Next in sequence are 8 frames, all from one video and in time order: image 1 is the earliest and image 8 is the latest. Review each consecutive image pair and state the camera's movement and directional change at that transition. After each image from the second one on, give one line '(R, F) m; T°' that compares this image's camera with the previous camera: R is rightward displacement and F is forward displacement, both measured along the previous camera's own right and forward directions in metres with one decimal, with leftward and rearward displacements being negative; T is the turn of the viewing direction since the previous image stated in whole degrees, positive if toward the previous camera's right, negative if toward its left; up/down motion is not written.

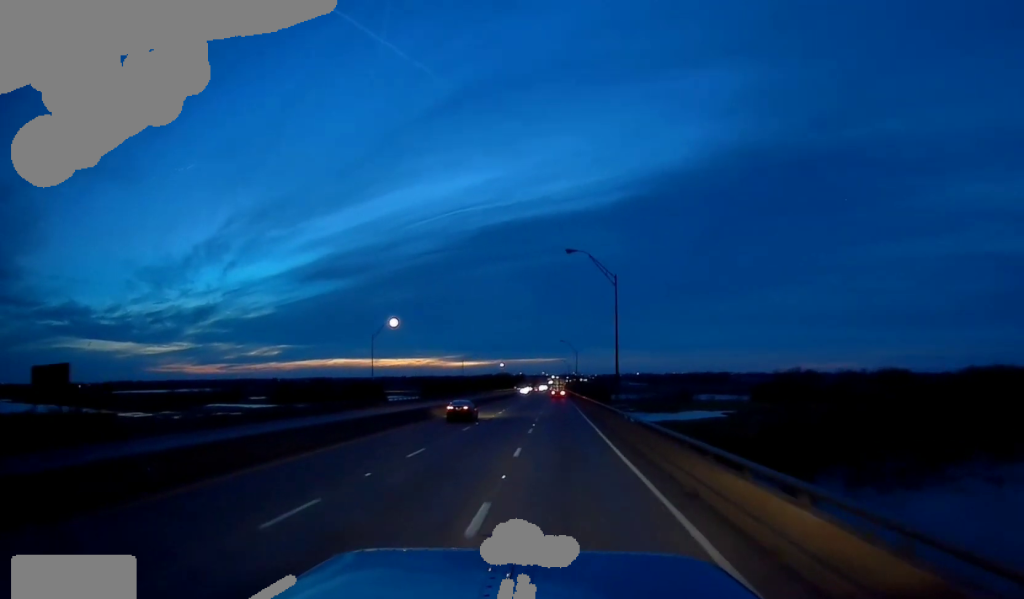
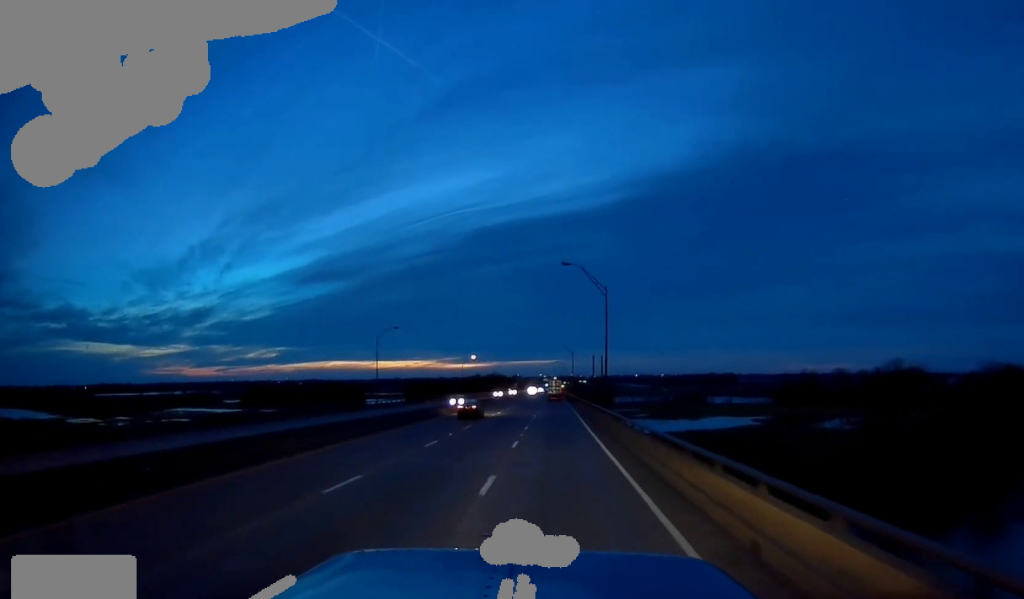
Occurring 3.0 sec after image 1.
(-1.2, +81.5) m; -1°
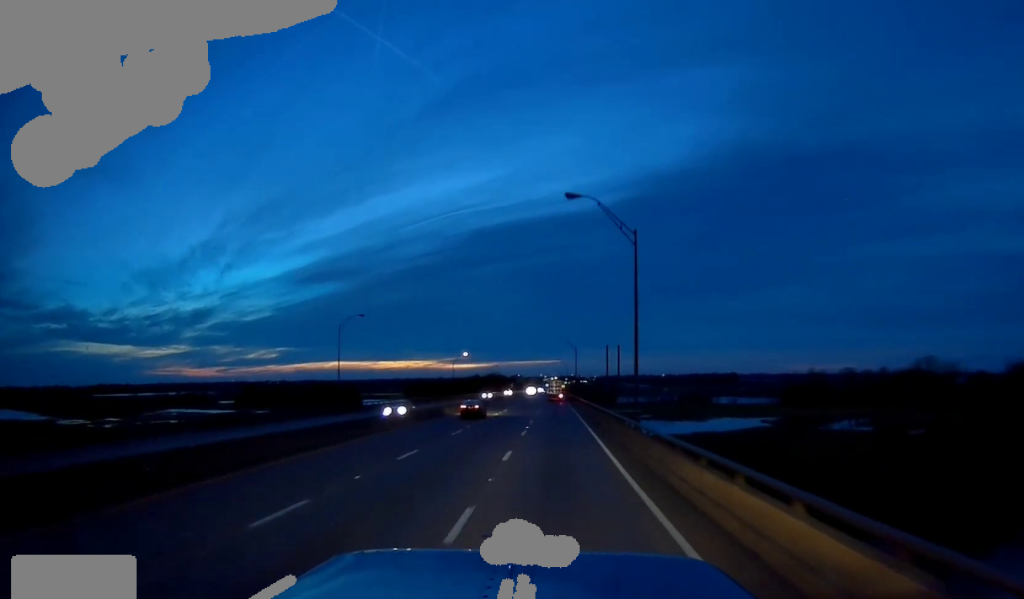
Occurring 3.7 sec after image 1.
(0.0, +17.1) m; 0°
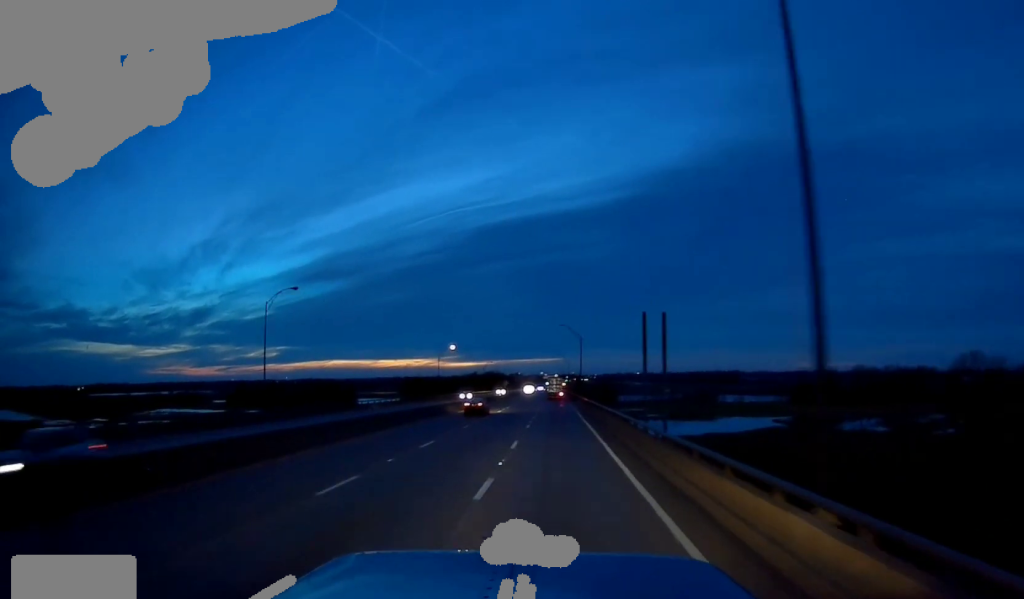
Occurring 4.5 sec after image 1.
(0.0, +21.6) m; 0°
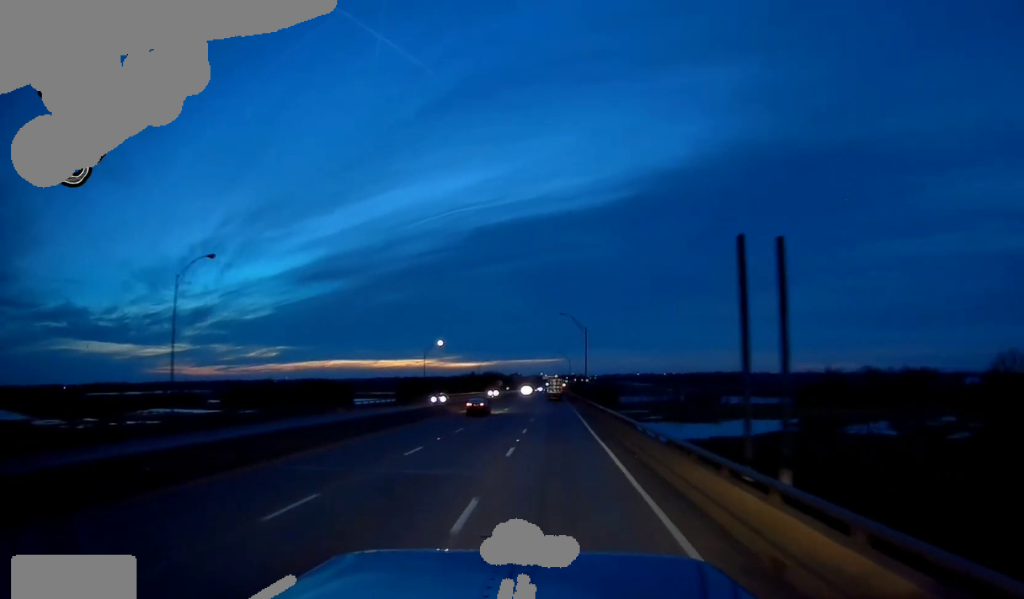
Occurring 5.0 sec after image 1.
(0.0, +15.3) m; 0°
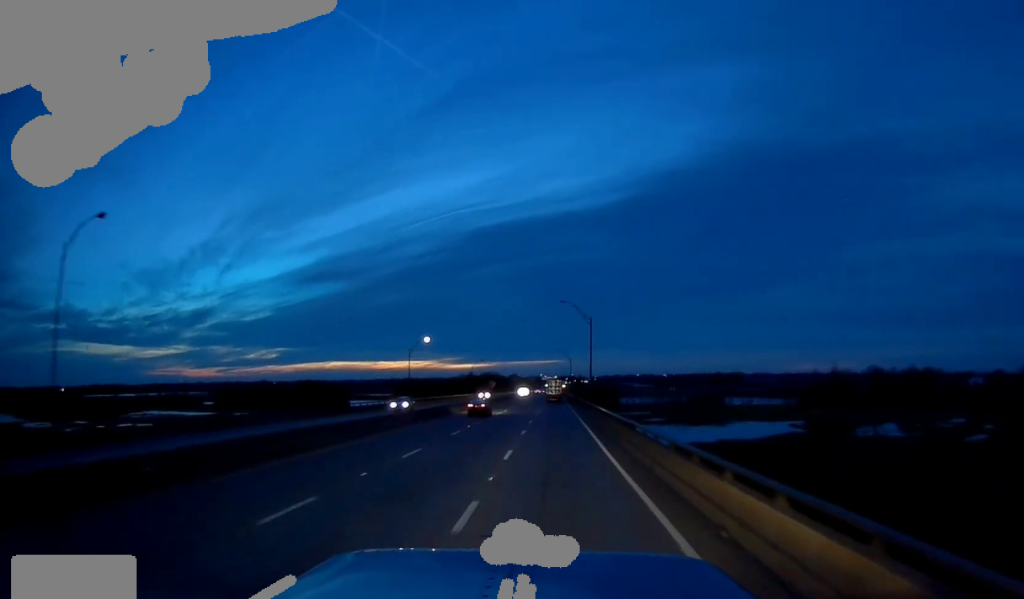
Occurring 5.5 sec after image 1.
(0.0, +11.7) m; 0°
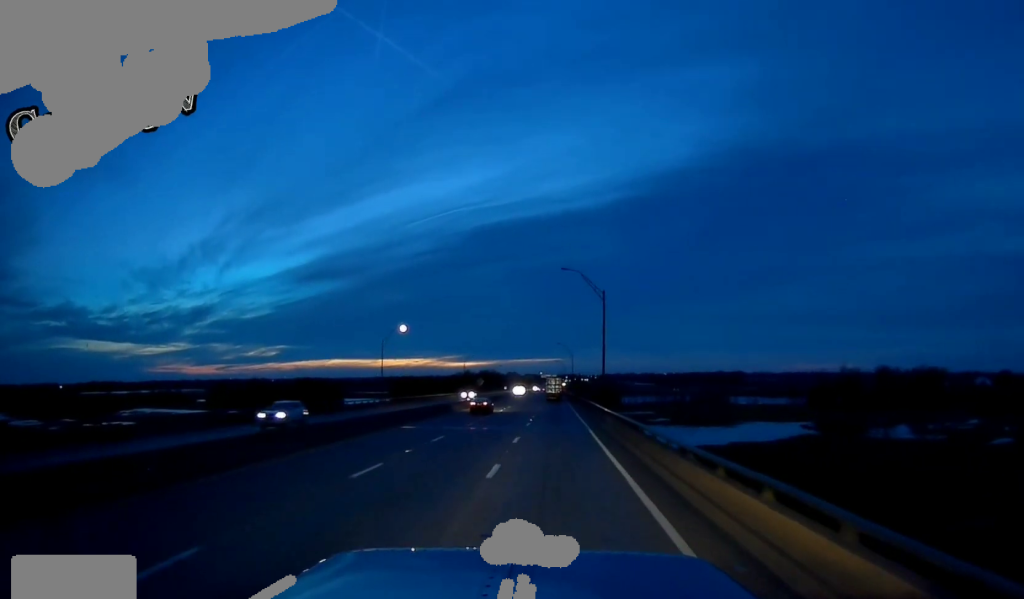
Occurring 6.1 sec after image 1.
(0.0, +18.0) m; -1°
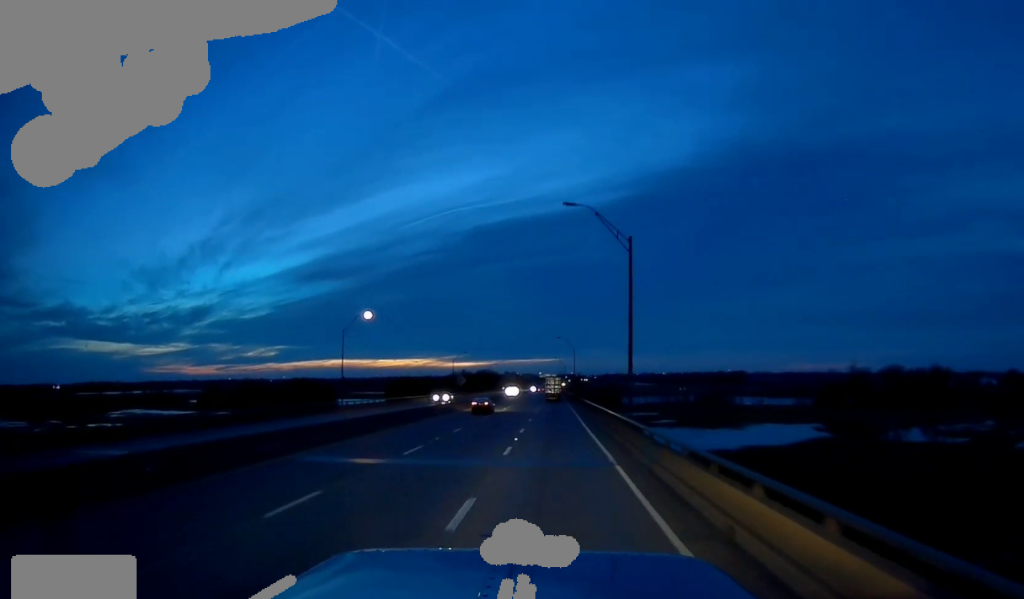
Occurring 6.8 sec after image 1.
(-0.1, +18.0) m; 0°
